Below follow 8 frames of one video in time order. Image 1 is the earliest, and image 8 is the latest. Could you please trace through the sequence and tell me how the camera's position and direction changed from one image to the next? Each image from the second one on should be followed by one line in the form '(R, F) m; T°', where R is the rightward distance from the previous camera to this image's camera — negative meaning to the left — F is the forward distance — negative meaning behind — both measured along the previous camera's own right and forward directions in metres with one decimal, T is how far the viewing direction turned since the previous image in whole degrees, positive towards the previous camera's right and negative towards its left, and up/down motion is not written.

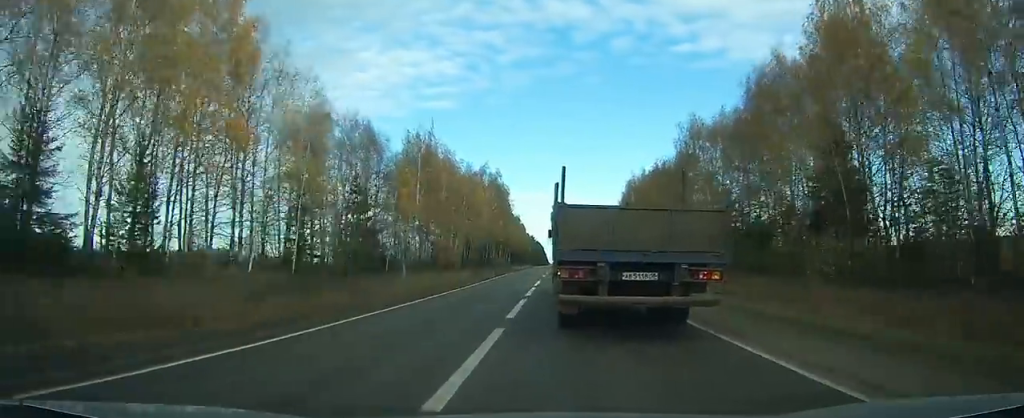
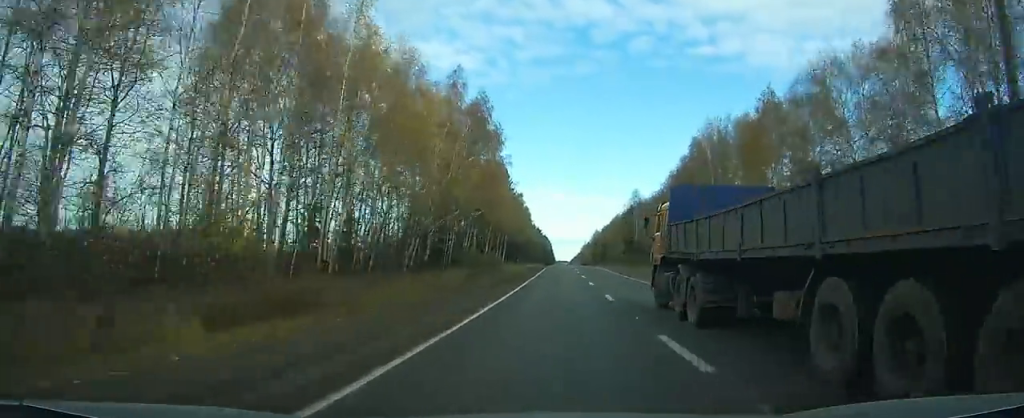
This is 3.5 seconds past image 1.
(-0.7, +58.1) m; -1°
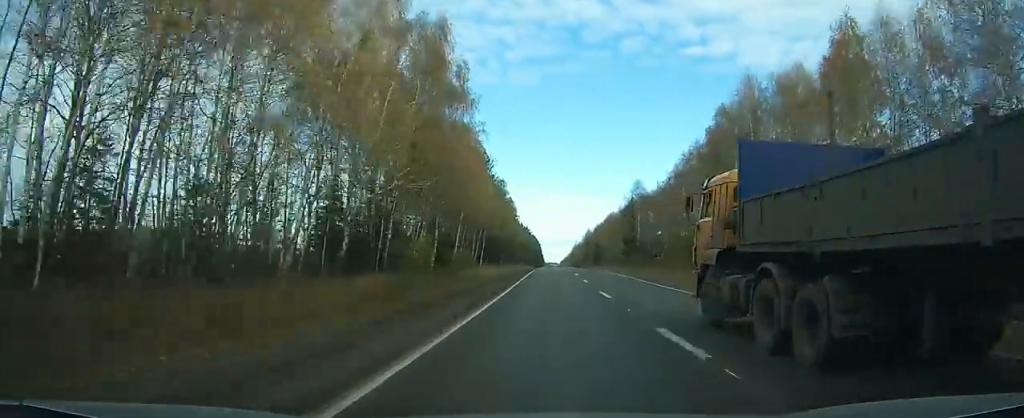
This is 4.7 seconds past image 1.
(+0.1, +21.9) m; +1°
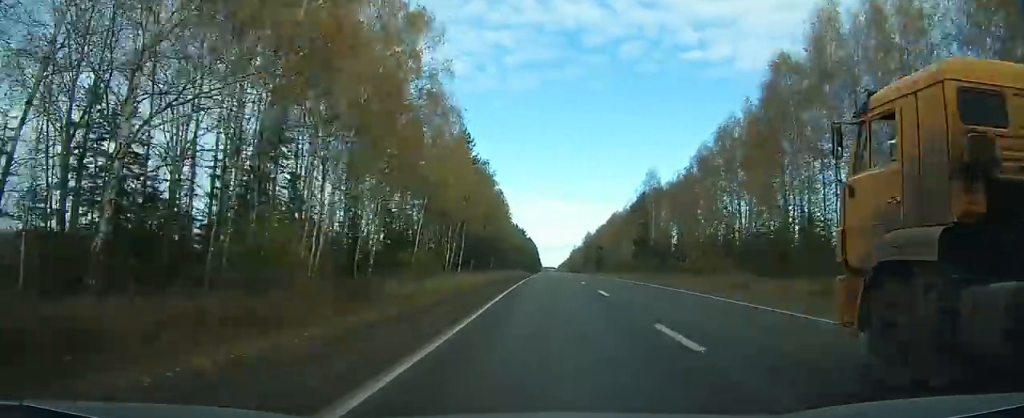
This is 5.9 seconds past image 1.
(+0.1, +22.1) m; 0°
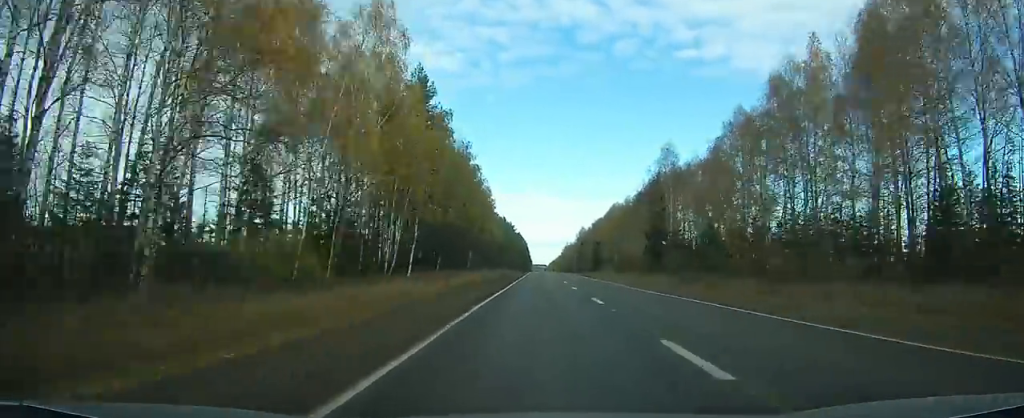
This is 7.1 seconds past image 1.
(+0.1, +24.0) m; 0°
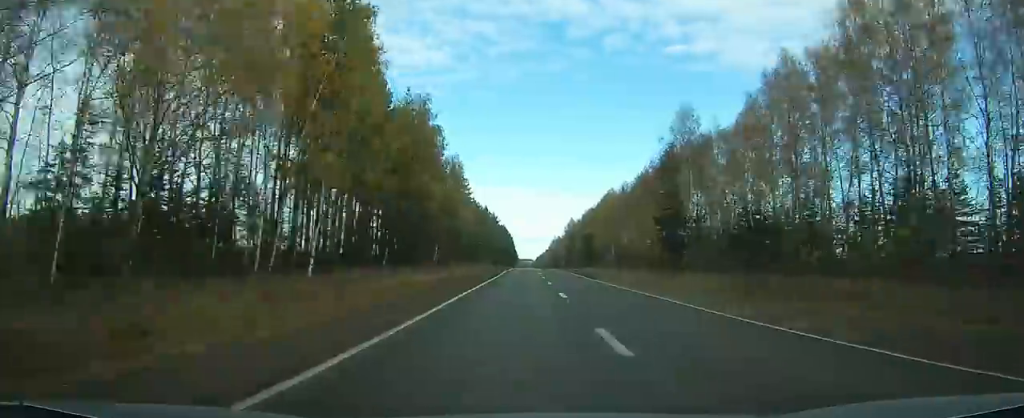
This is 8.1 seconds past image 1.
(+0.1, +21.5) m; +1°
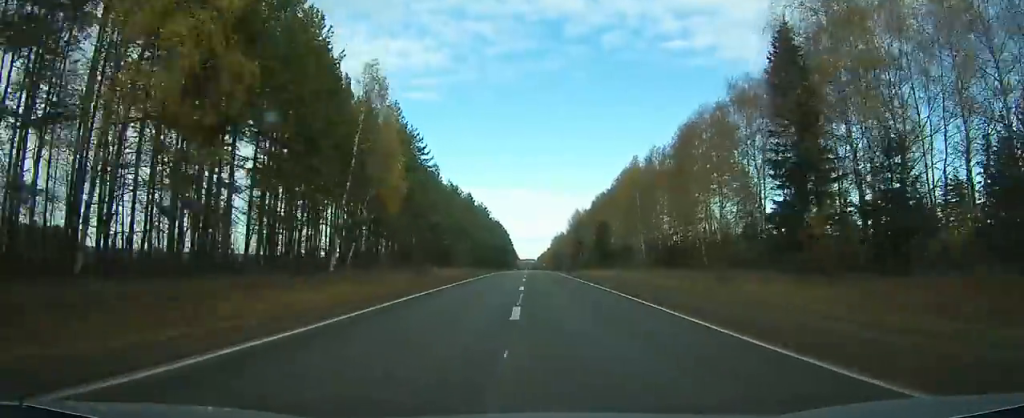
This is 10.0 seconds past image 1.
(+0.4, +42.7) m; +1°
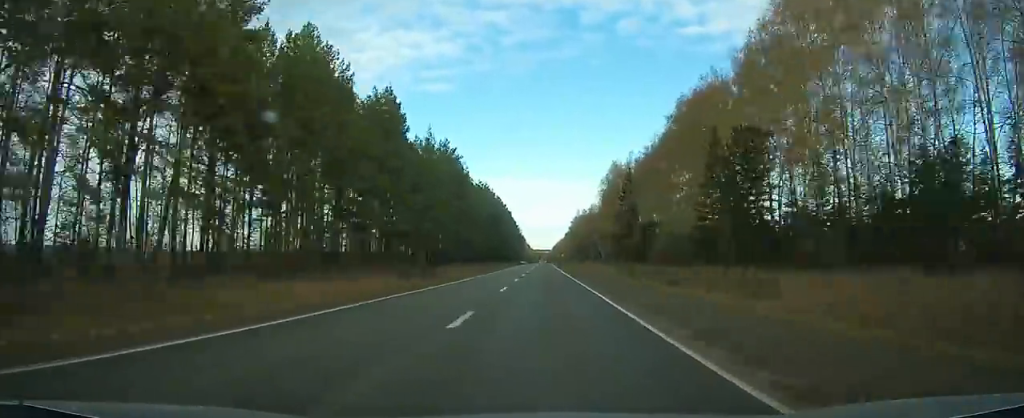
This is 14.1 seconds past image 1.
(+0.4, +95.5) m; 0°
